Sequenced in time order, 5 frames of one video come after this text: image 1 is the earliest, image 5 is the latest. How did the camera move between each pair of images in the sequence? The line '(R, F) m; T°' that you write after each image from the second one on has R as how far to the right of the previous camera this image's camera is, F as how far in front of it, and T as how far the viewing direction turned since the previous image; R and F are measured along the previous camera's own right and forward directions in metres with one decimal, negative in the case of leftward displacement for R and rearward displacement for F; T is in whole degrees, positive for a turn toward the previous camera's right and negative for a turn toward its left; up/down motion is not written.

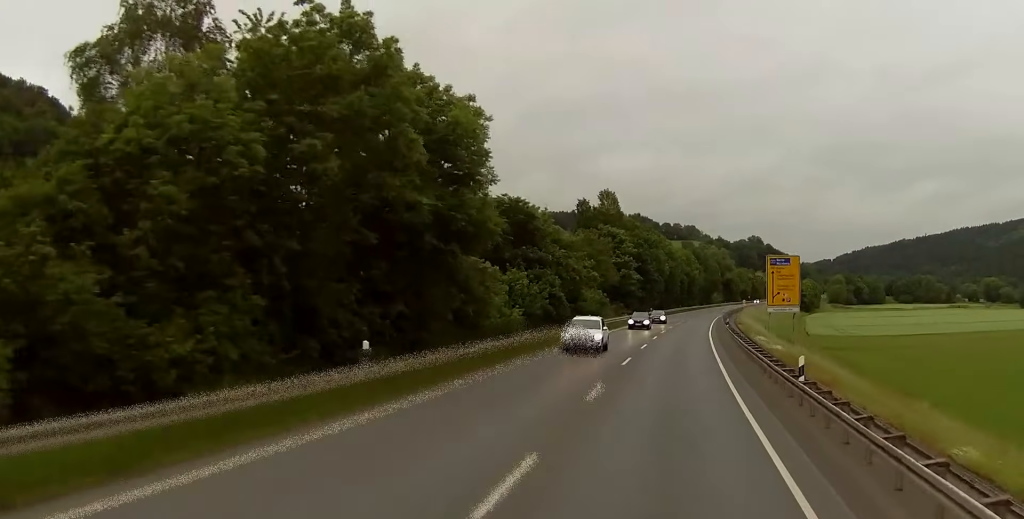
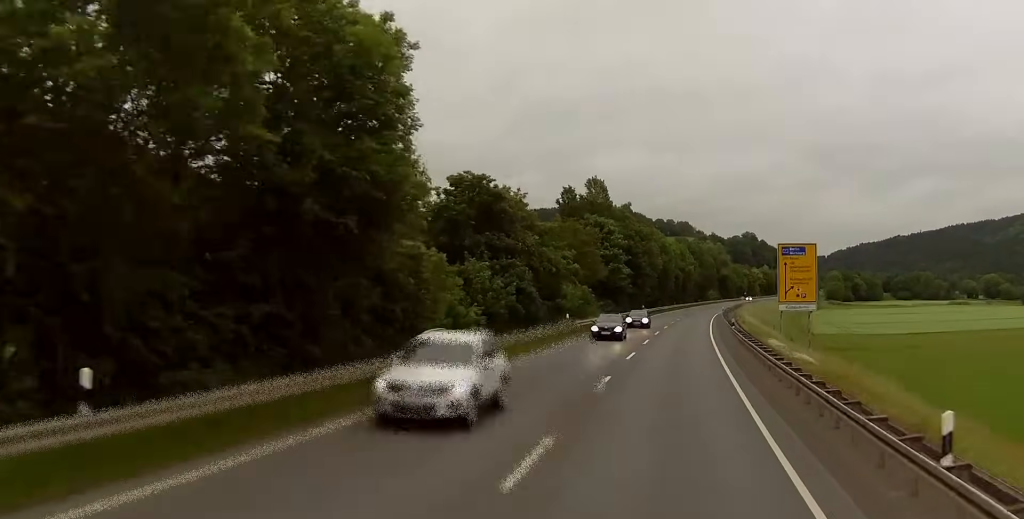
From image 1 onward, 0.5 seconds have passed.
(0.0, +10.7) m; 0°
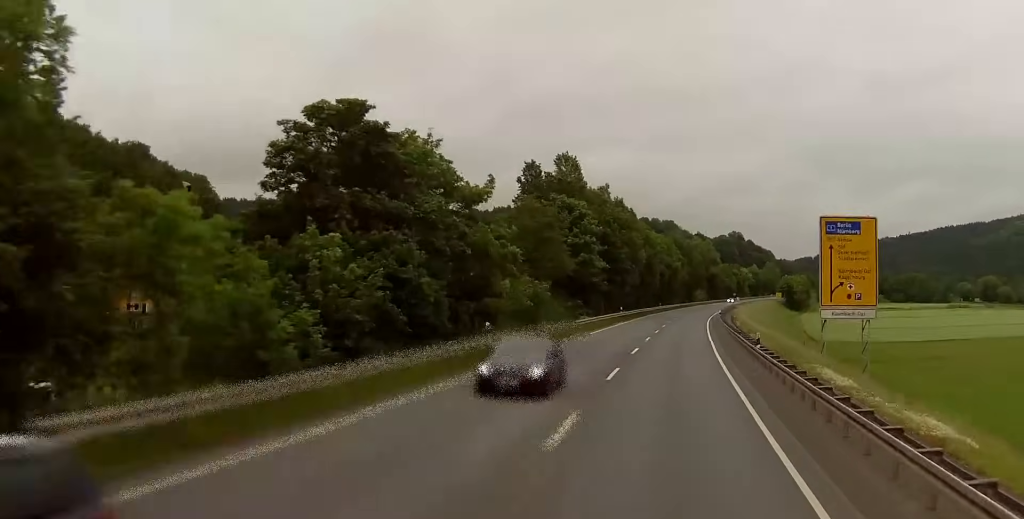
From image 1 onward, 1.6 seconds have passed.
(+0.1, +20.7) m; +1°
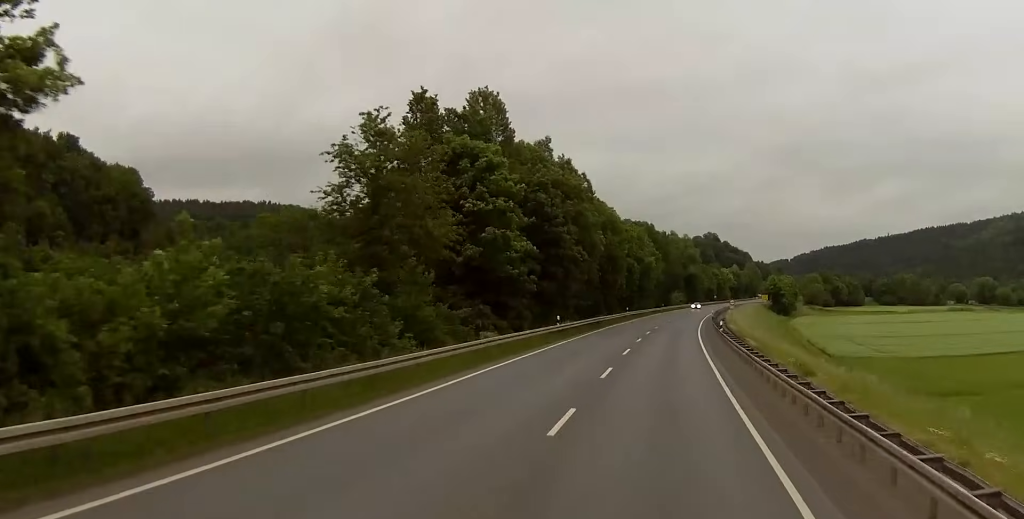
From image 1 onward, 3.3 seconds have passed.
(+0.4, +34.4) m; +2°
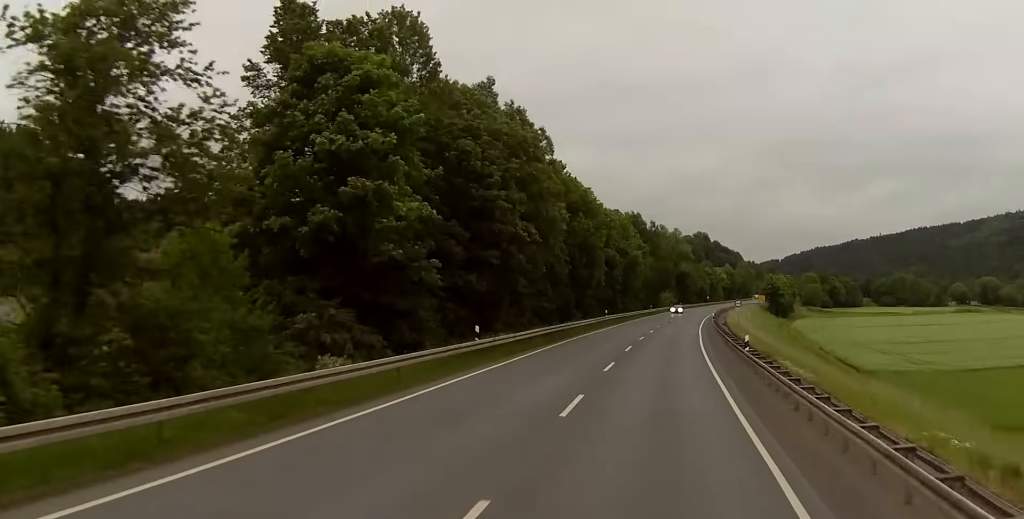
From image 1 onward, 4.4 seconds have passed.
(+0.5, +21.2) m; +1°
